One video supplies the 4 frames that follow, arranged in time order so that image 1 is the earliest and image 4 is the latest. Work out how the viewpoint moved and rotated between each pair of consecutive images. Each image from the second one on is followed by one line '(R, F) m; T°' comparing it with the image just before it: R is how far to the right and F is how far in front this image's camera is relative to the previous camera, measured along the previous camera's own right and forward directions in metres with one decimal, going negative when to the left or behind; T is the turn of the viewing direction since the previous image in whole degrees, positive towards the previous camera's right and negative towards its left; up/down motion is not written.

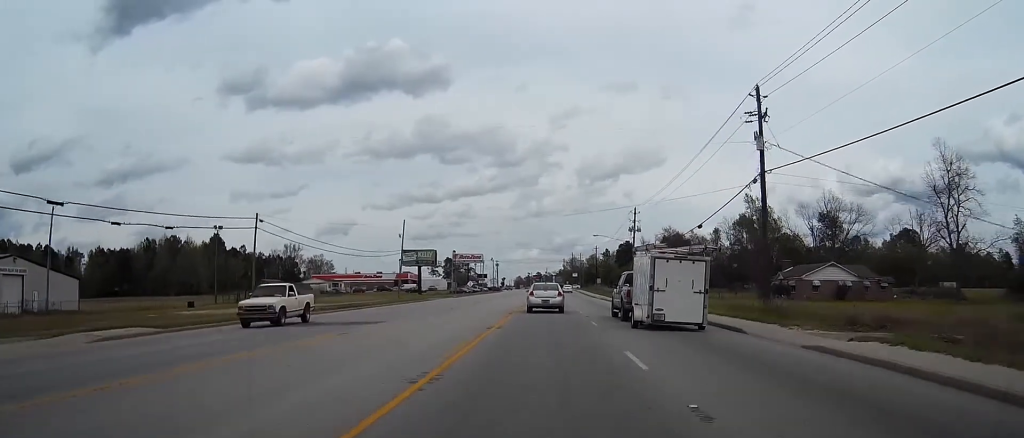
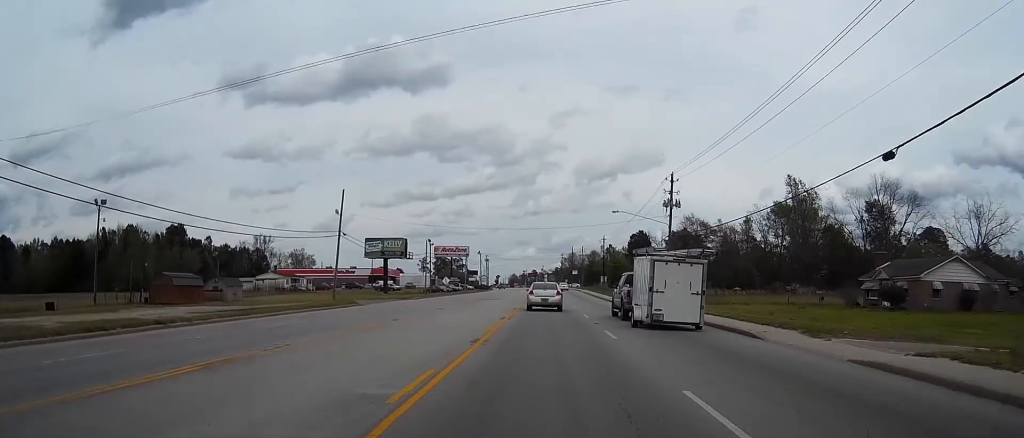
(0.0, +29.9) m; 0°
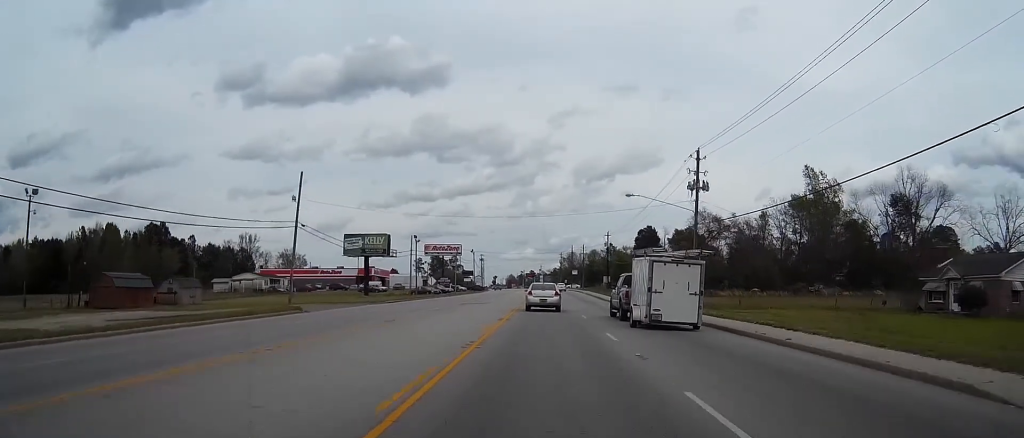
(0.0, +12.3) m; 0°
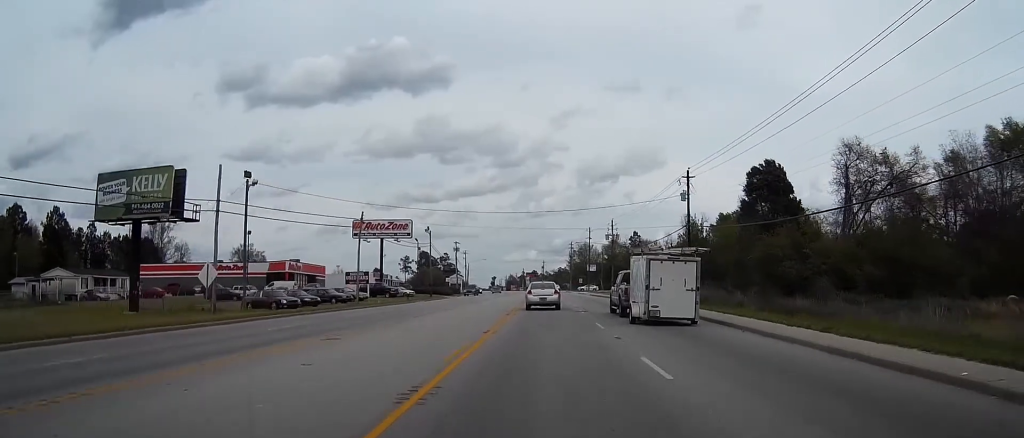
(-0.3, +67.9) m; 0°
